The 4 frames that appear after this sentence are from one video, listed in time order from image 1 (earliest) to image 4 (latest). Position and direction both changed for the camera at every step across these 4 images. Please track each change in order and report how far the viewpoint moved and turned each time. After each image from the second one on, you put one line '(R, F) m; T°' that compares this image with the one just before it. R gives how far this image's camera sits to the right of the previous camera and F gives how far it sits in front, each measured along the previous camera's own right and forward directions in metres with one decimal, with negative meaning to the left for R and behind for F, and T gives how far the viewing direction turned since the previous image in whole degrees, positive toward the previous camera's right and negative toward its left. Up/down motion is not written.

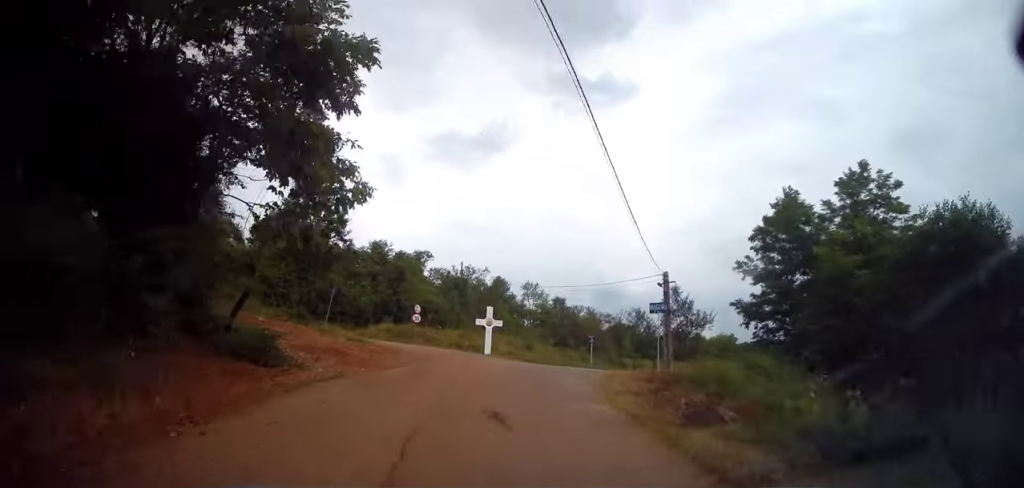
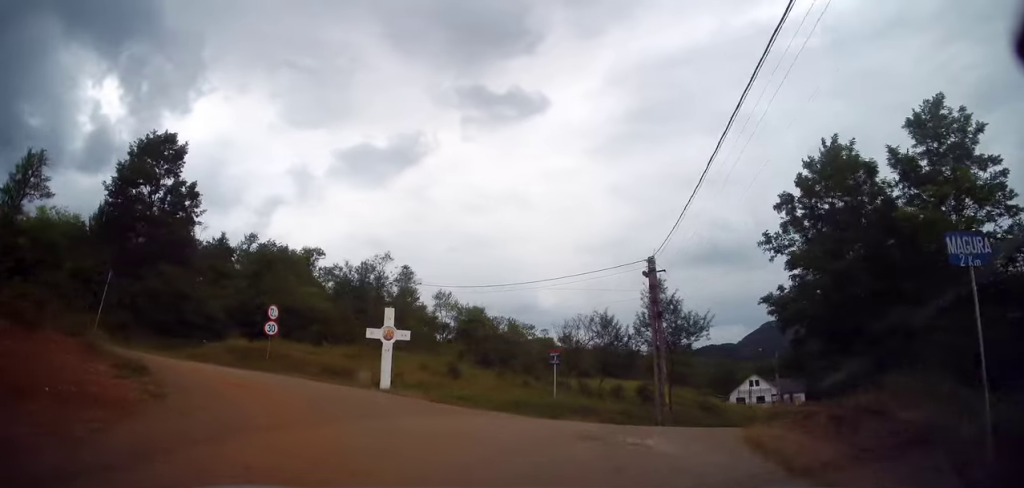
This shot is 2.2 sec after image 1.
(+0.9, +13.4) m; +11°
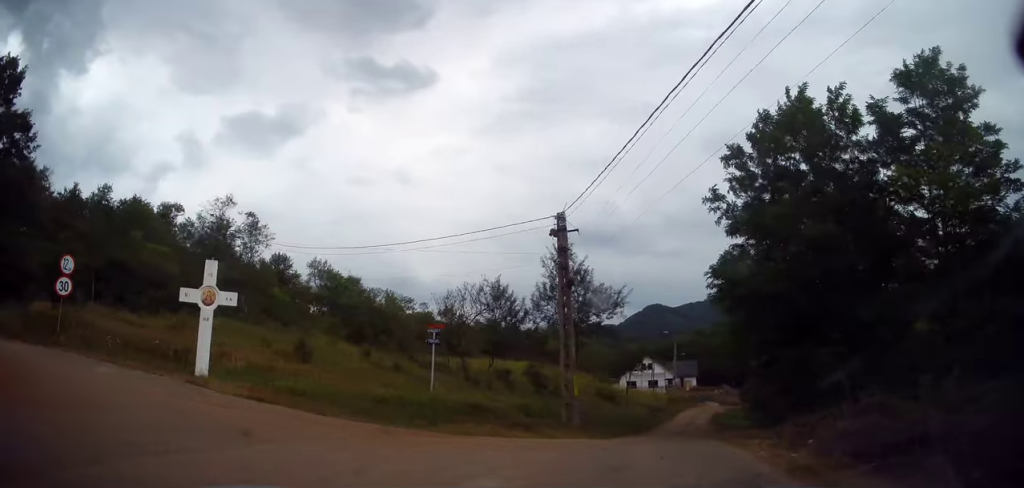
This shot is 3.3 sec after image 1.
(+0.3, +6.0) m; +11°
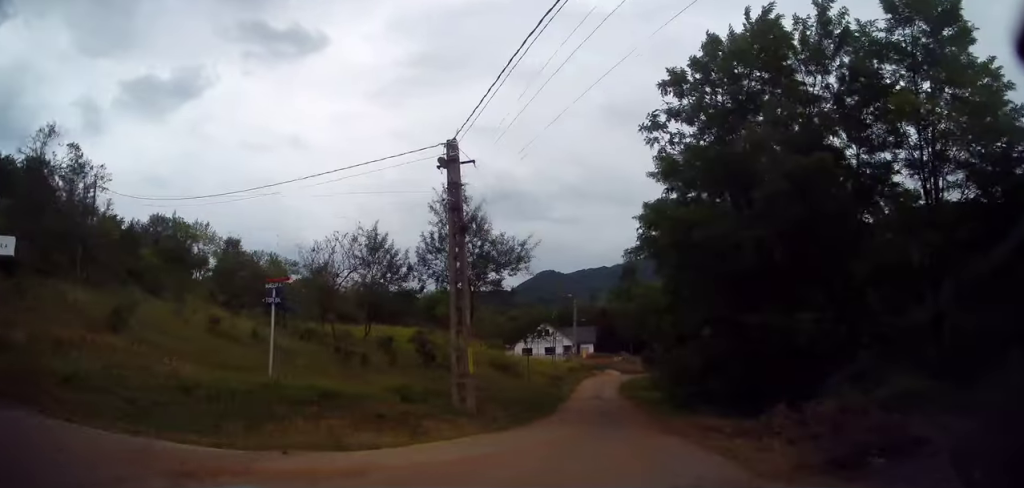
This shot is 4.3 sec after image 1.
(+0.6, +5.0) m; +12°
